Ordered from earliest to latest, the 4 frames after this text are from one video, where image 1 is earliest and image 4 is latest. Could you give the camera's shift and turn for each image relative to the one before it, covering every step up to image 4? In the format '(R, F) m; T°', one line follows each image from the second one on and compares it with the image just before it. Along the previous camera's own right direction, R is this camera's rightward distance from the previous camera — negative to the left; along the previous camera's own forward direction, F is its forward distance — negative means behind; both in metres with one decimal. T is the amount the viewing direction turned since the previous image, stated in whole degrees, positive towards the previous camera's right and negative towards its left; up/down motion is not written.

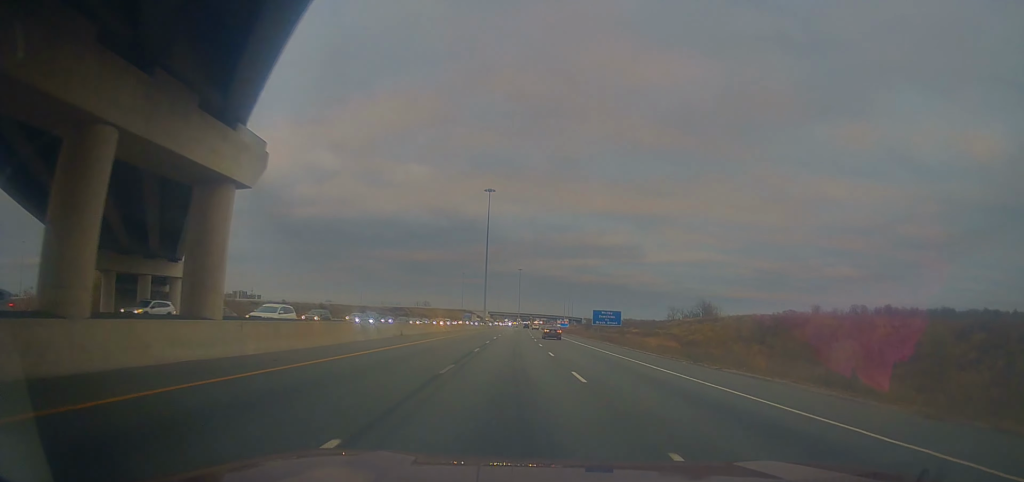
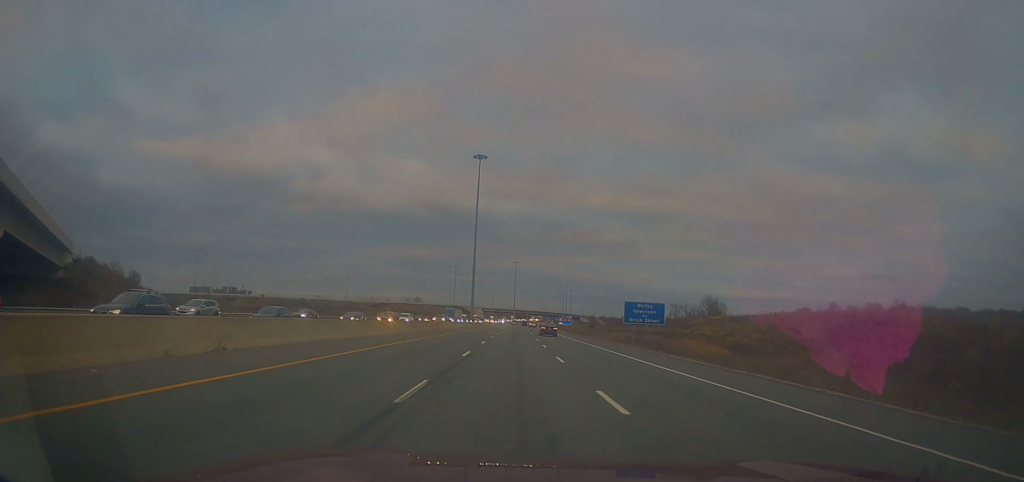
(+0.1, +29.7) m; 0°
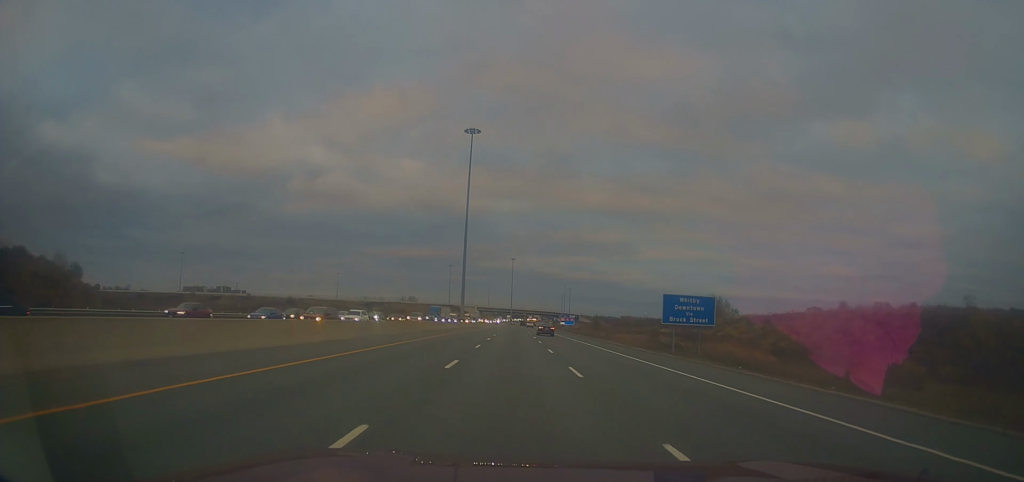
(-0.1, +17.5) m; 0°
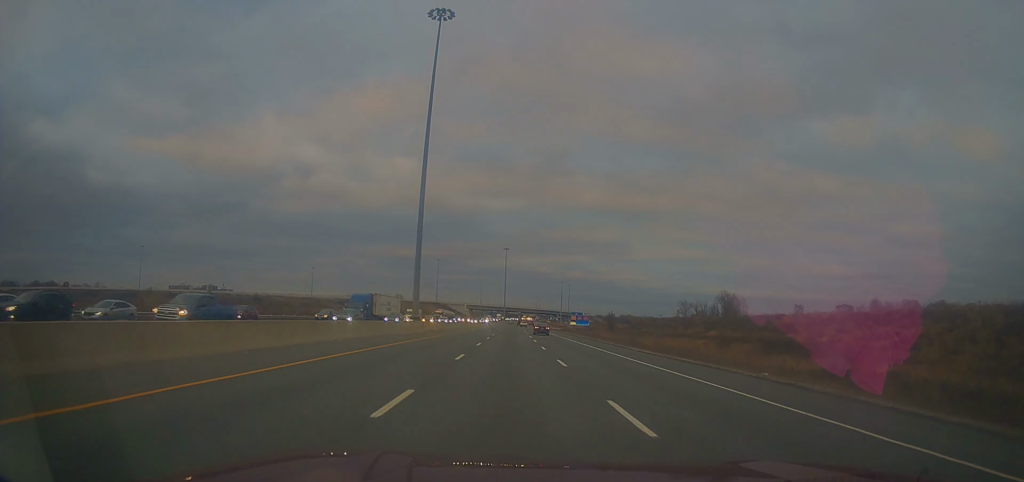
(0.0, +44.3) m; +1°
